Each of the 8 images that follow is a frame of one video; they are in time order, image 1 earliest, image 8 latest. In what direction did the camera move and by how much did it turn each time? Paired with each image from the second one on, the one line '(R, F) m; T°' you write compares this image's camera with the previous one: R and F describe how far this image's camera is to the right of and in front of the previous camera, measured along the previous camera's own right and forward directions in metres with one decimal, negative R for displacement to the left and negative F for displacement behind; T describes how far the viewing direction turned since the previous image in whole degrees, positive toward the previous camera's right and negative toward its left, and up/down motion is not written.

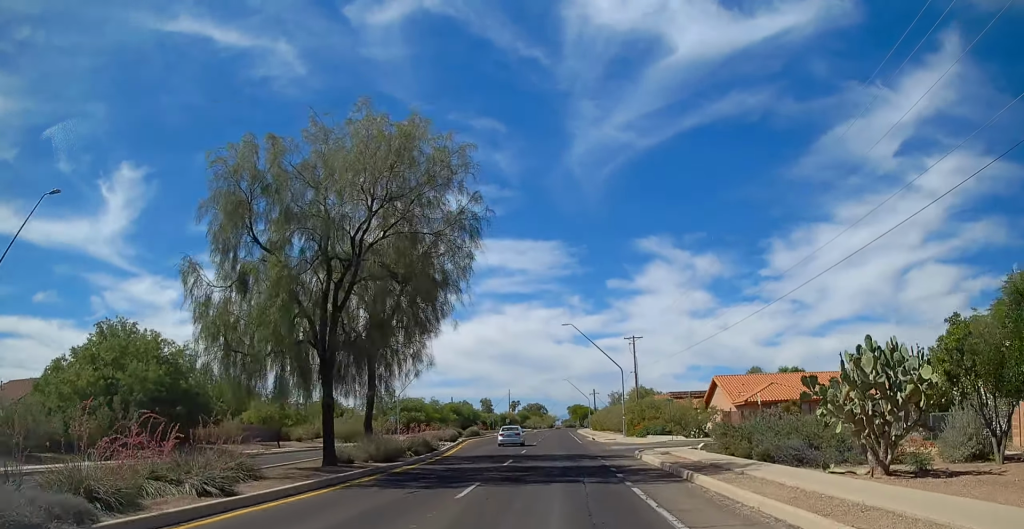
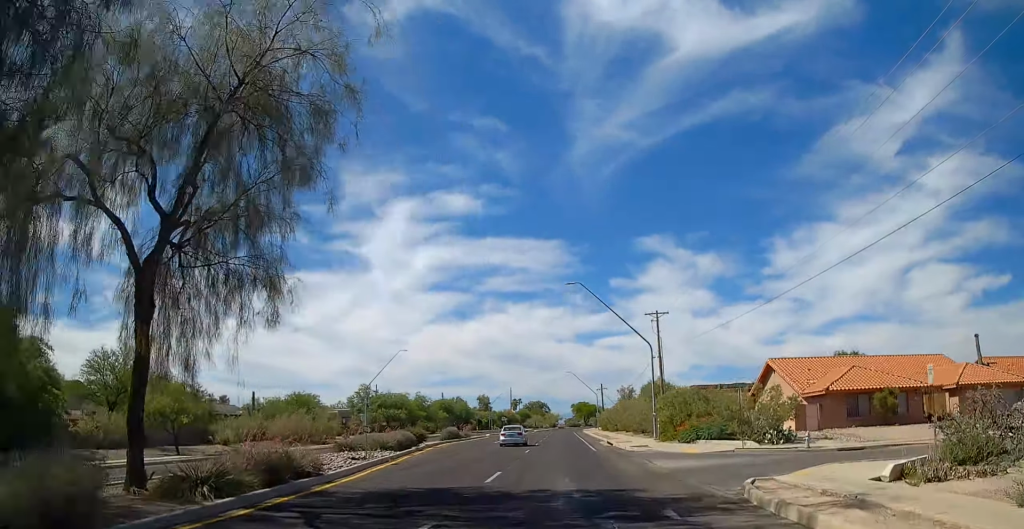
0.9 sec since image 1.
(0.0, +18.2) m; 0°
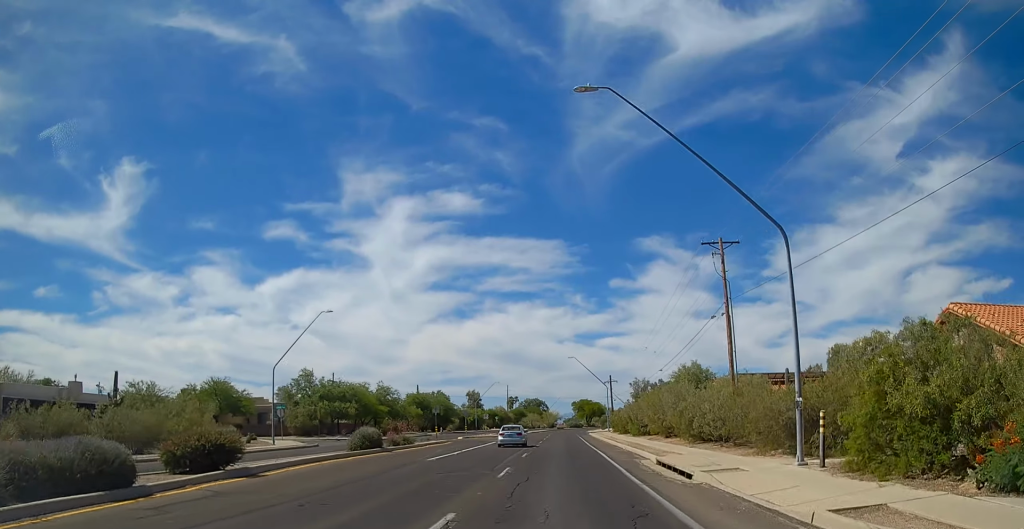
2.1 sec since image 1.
(0.0, +26.9) m; 0°
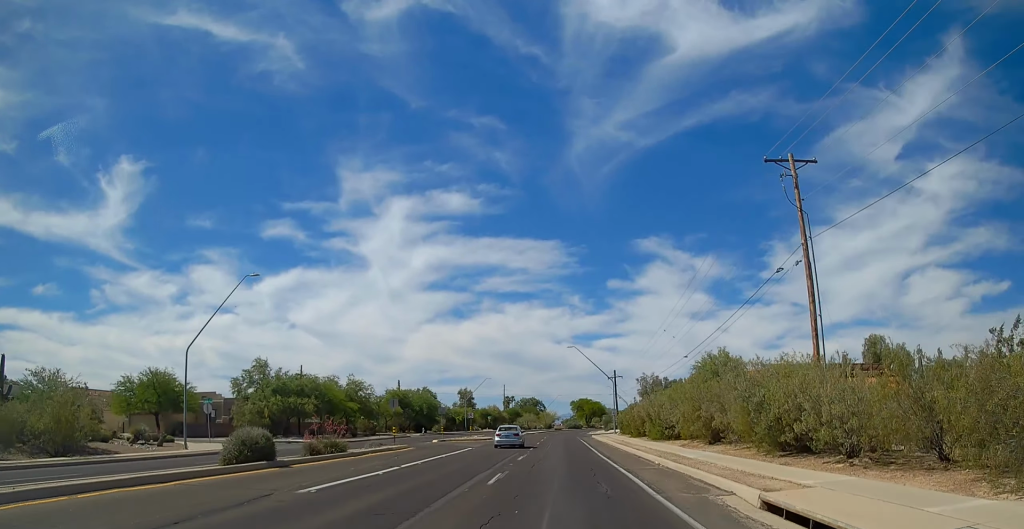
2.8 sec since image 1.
(0.0, +13.6) m; 0°
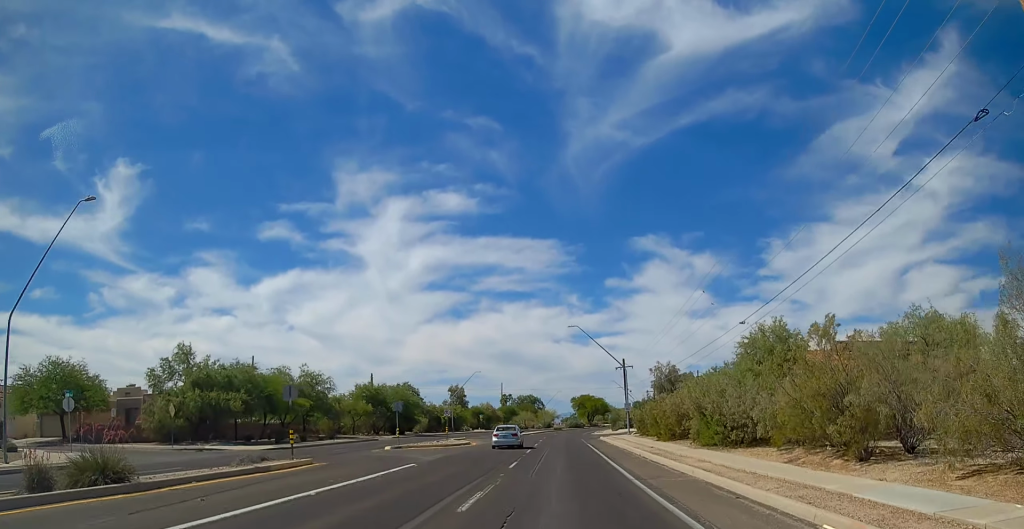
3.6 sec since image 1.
(0.0, +16.4) m; 0°
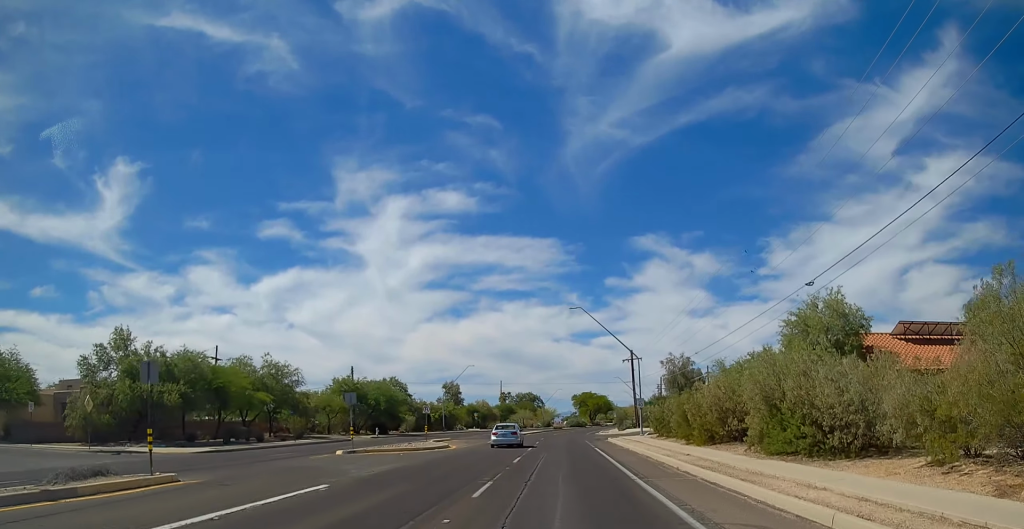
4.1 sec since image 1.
(0.0, +9.8) m; 0°
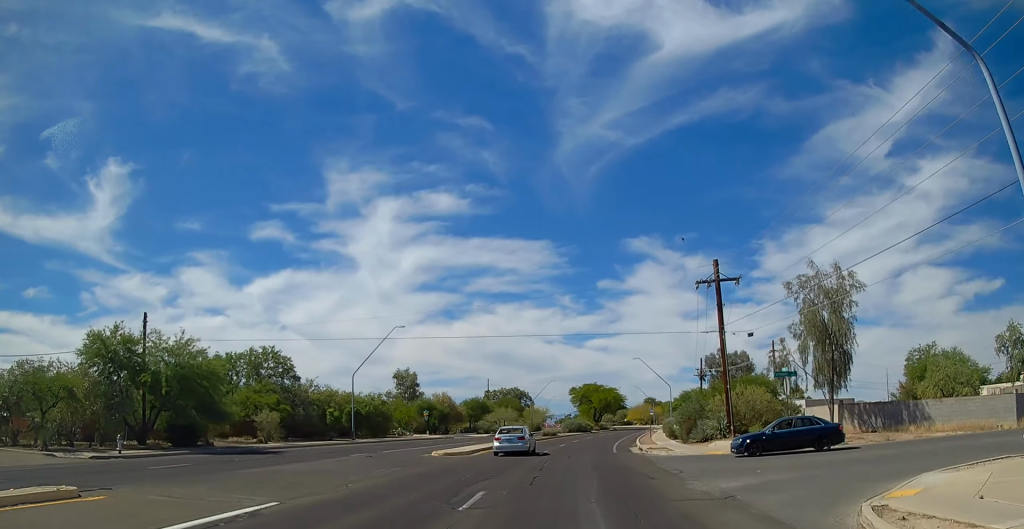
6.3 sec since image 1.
(0.0, +47.0) m; 0°
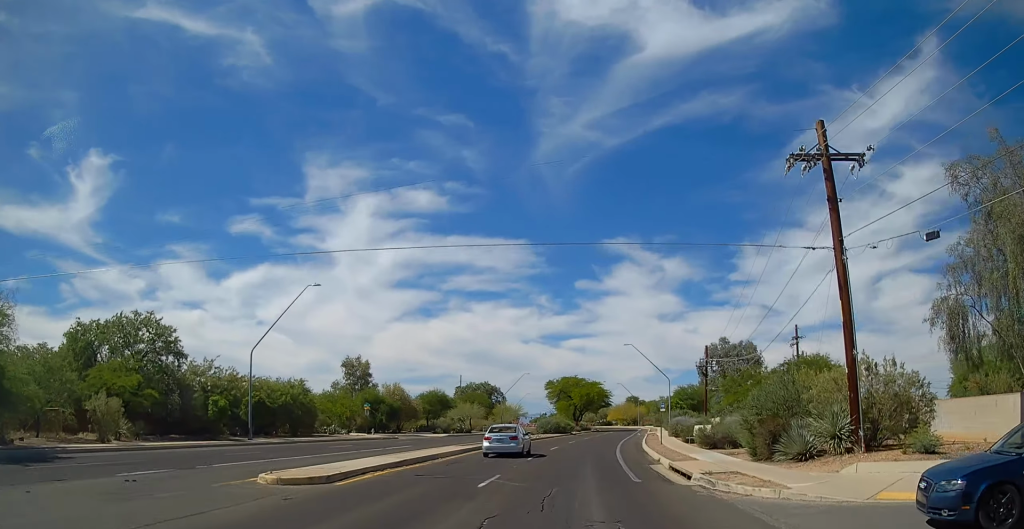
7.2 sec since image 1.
(0.0, +18.1) m; +2°
